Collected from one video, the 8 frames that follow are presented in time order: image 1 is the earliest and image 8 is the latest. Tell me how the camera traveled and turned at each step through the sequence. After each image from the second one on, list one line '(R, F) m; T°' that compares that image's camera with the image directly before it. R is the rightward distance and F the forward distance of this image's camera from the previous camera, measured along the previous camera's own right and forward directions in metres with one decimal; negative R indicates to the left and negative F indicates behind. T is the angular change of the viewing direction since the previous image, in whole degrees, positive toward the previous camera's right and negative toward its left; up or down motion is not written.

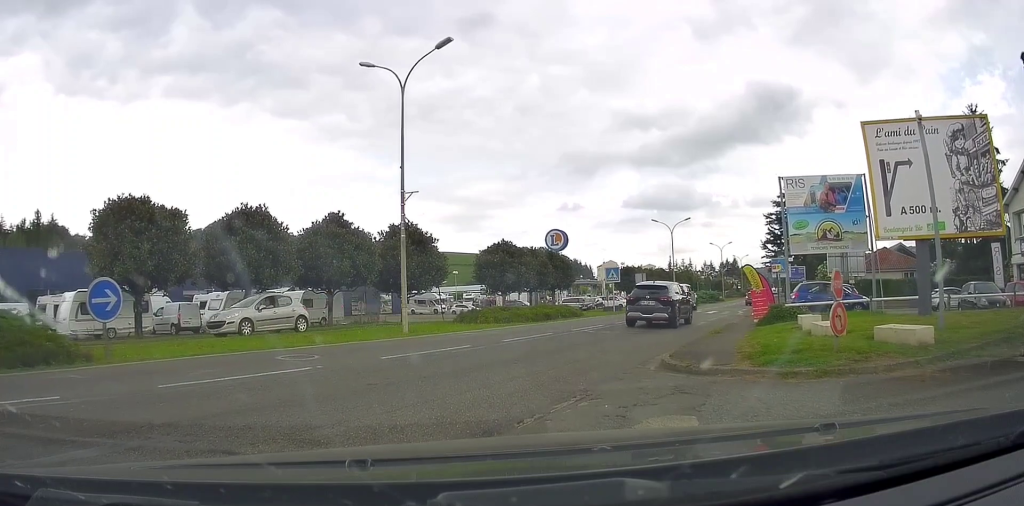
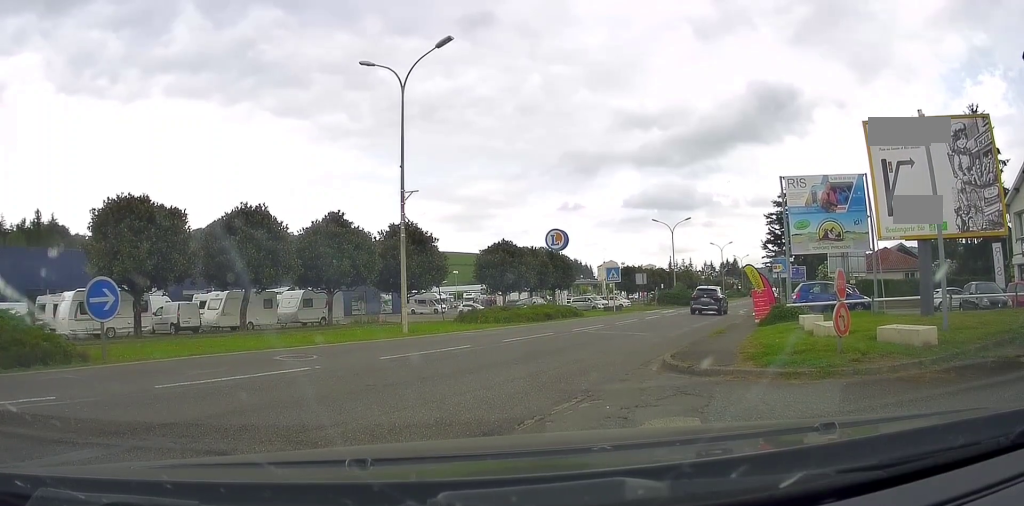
(0.0, +0.4) m; 0°
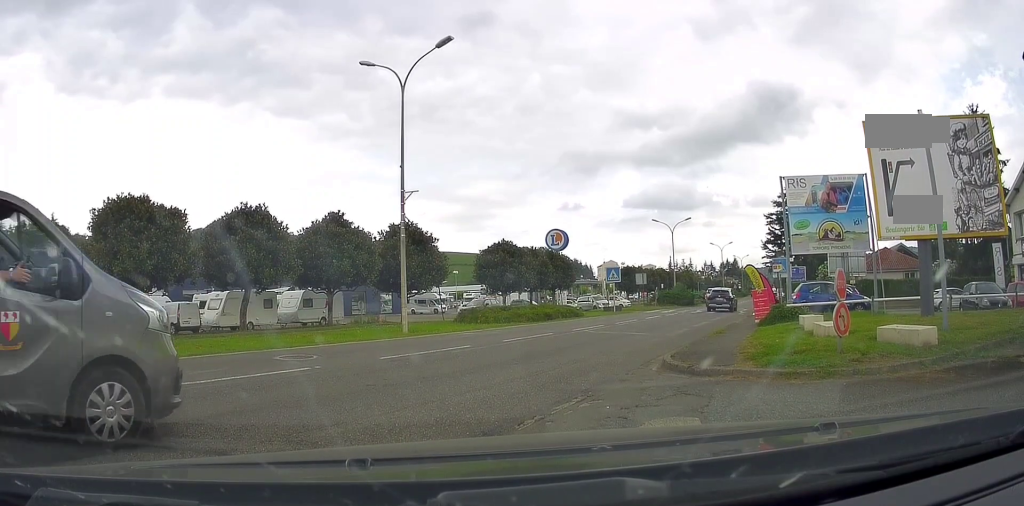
(0.0, 0.0) m; 0°
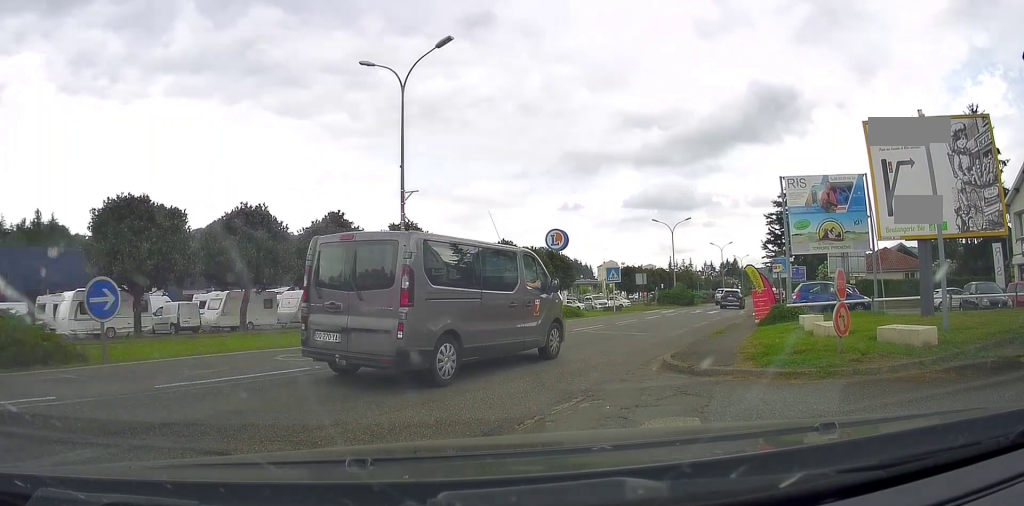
(0.0, 0.0) m; 0°
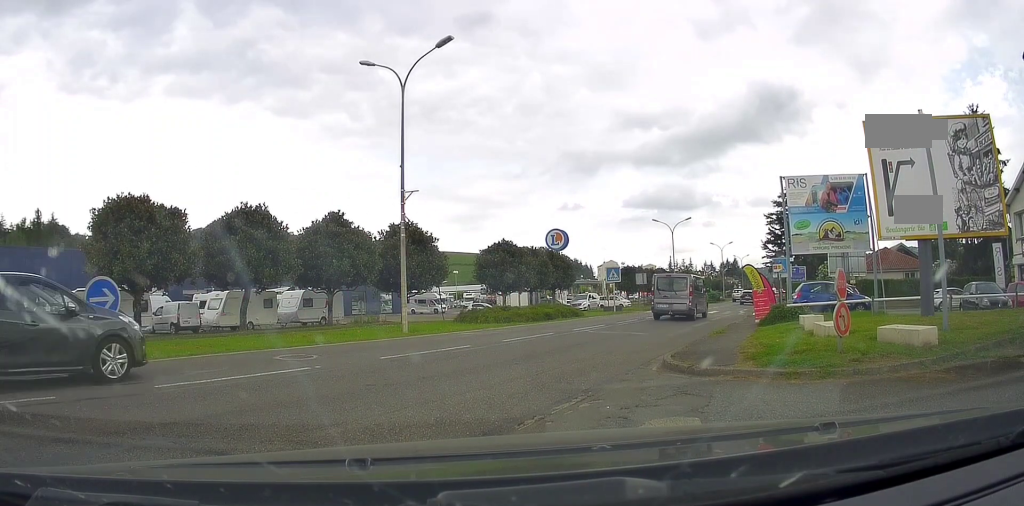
(0.0, 0.0) m; 0°
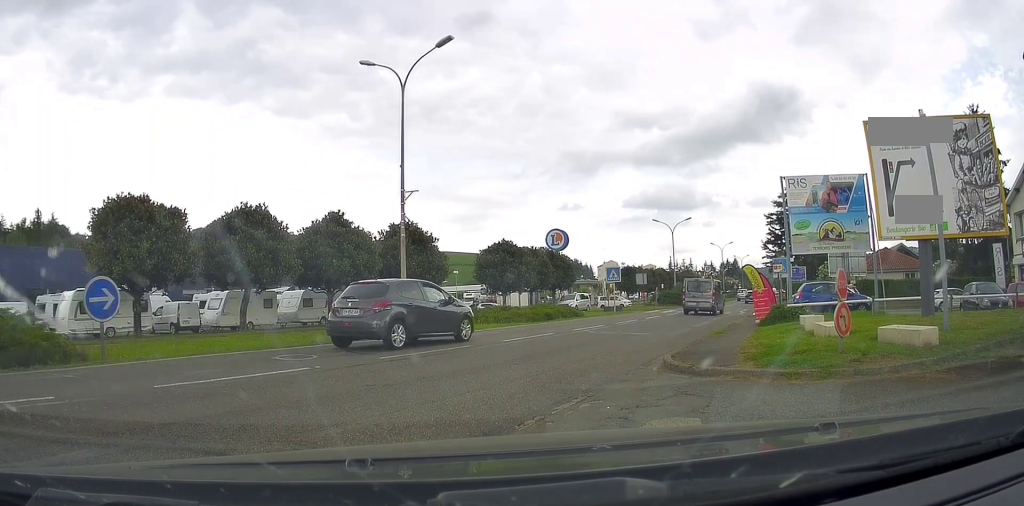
(0.0, 0.0) m; 0°
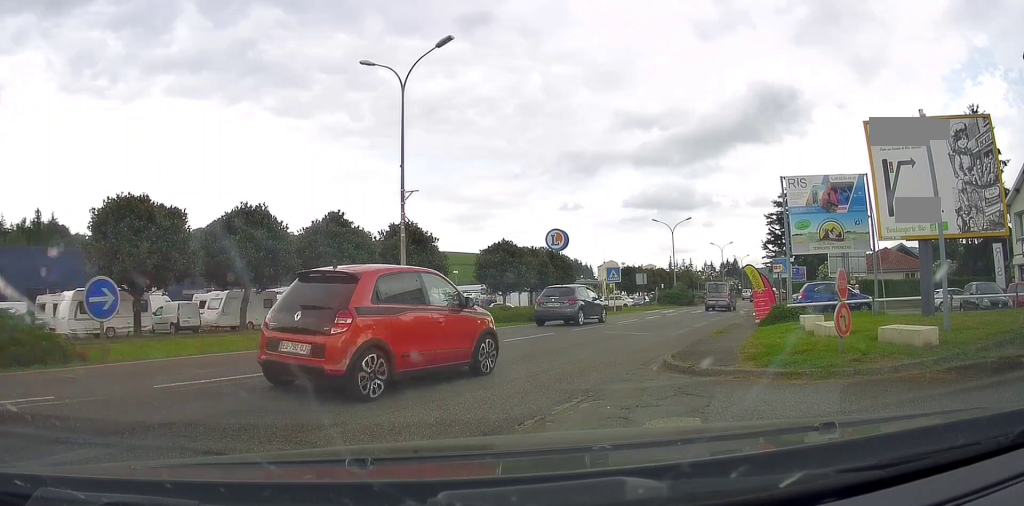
(0.0, 0.0) m; 0°
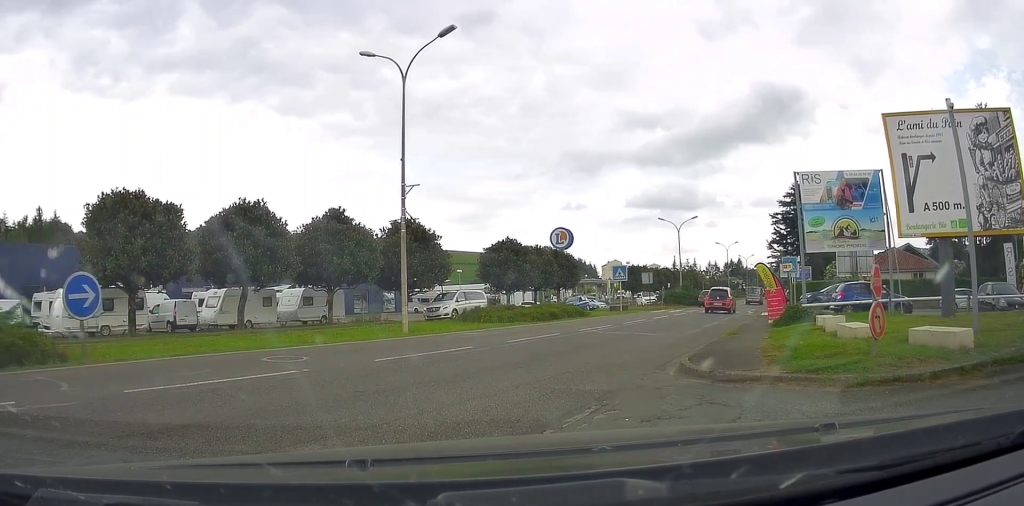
(0.0, +0.2) m; 0°
